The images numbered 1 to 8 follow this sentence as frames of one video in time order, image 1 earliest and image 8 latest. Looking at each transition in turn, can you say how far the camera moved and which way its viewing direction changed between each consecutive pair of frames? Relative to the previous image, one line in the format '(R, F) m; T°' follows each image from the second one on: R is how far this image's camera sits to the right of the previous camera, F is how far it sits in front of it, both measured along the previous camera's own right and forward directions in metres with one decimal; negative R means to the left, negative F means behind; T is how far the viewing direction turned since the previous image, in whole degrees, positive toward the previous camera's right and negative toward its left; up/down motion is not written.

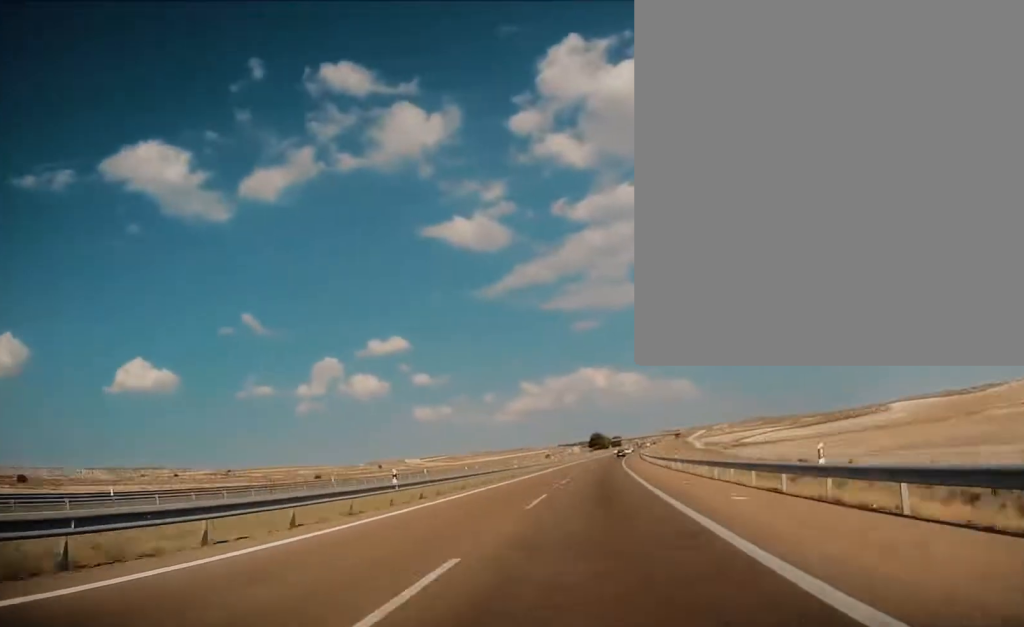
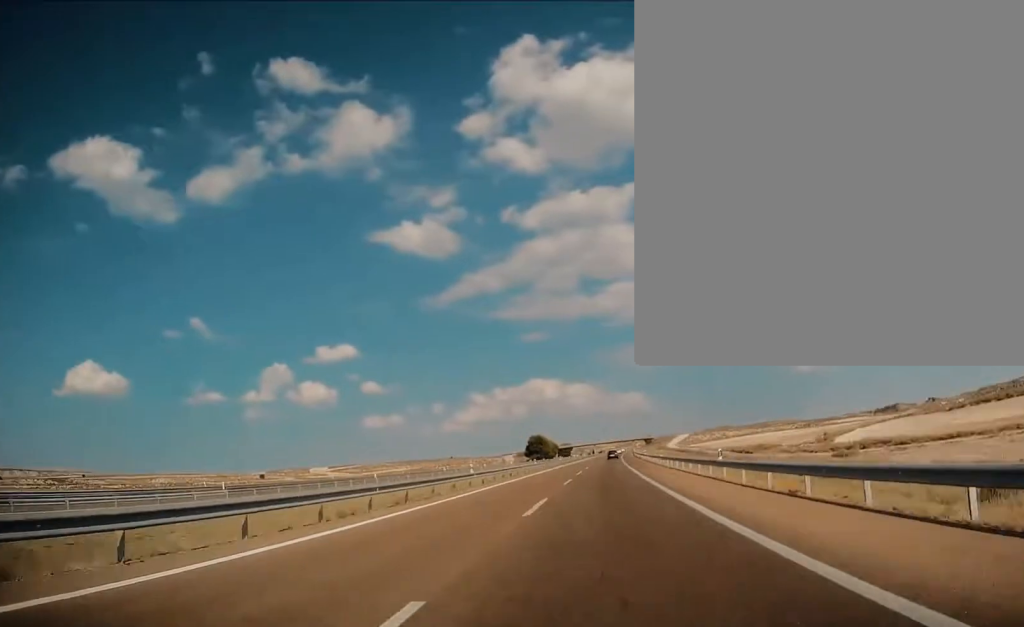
(+5.0, +149.3) m; +1°
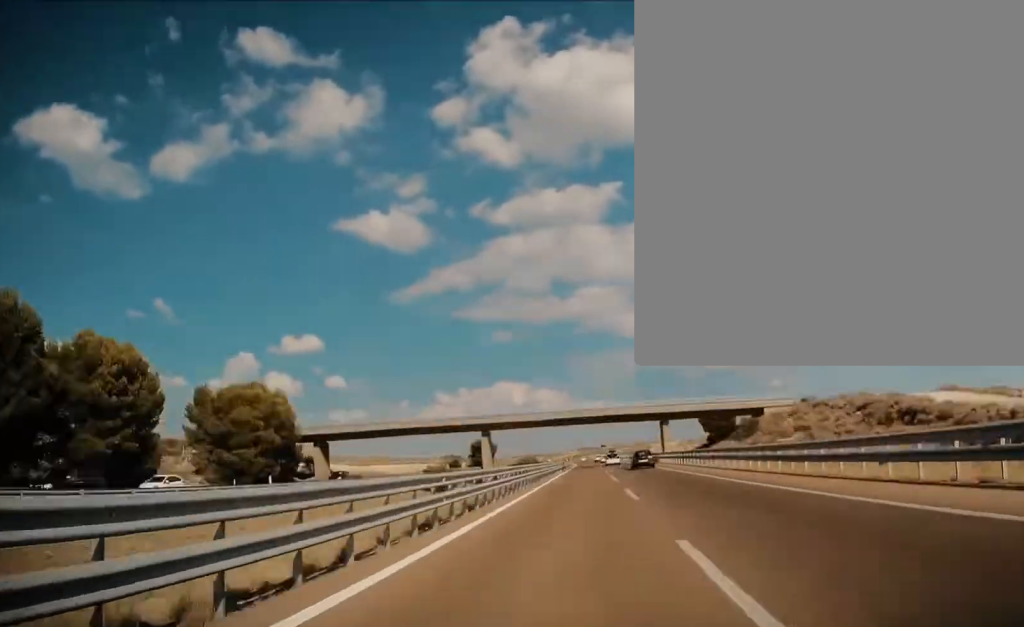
(+6.4, +310.5) m; -1°
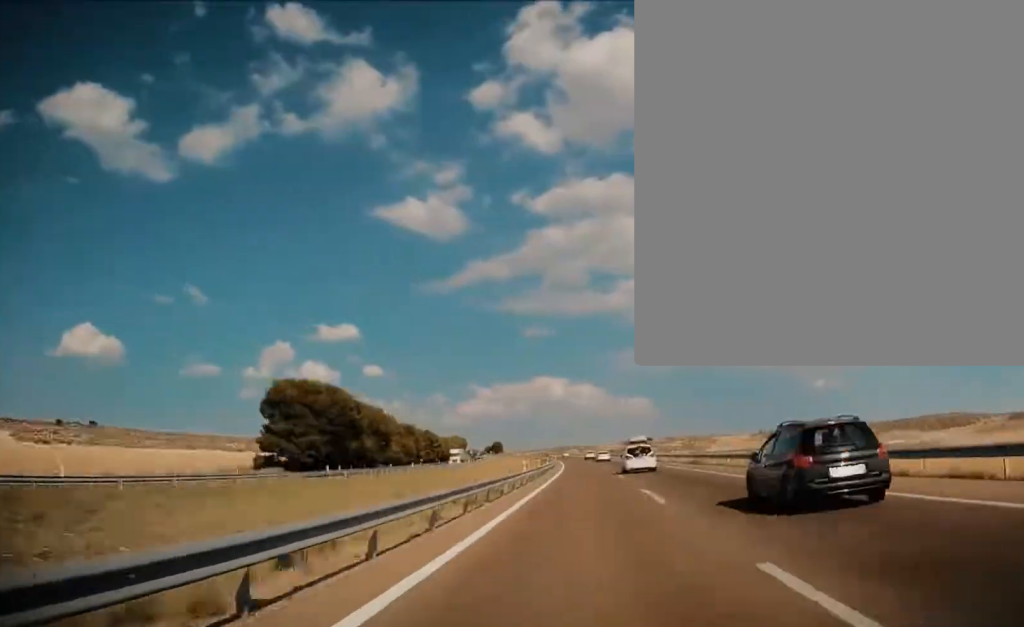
(+0.1, +225.9) m; -4°
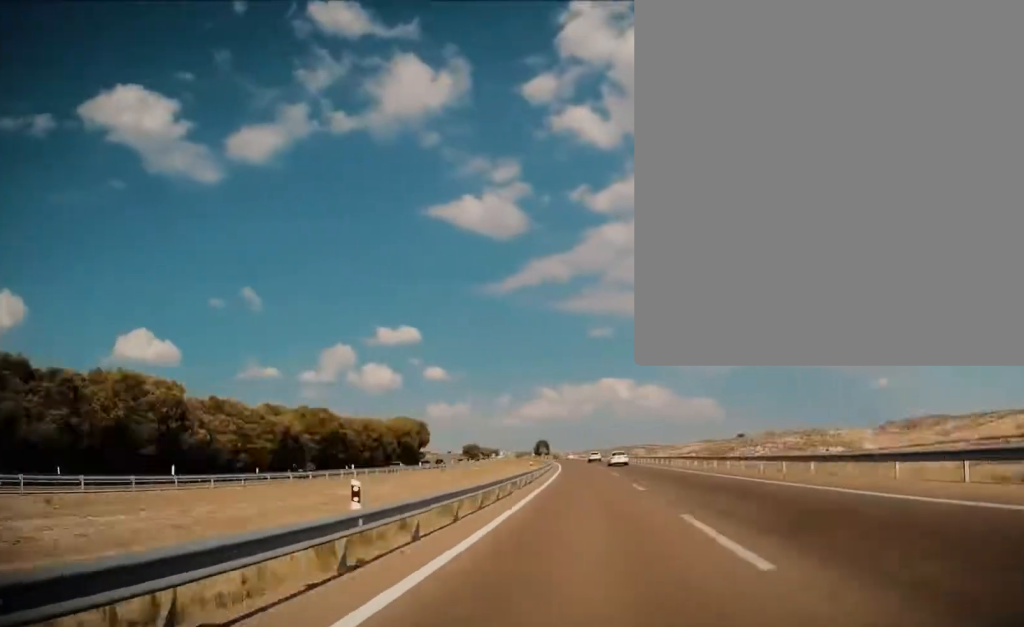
(-13.2, +181.0) m; -3°
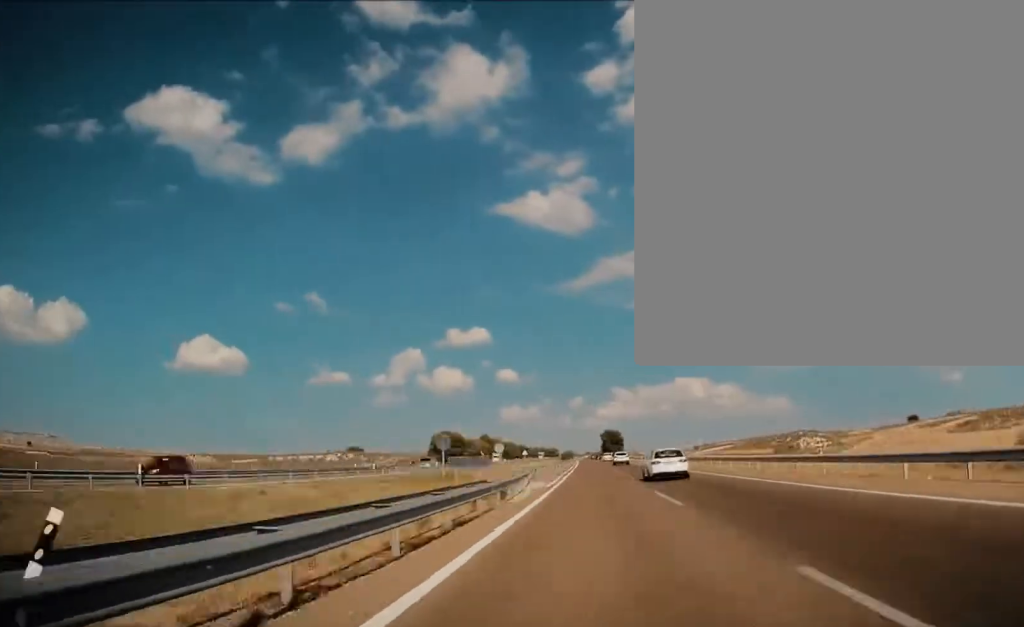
(-8.4, +222.2) m; -3°
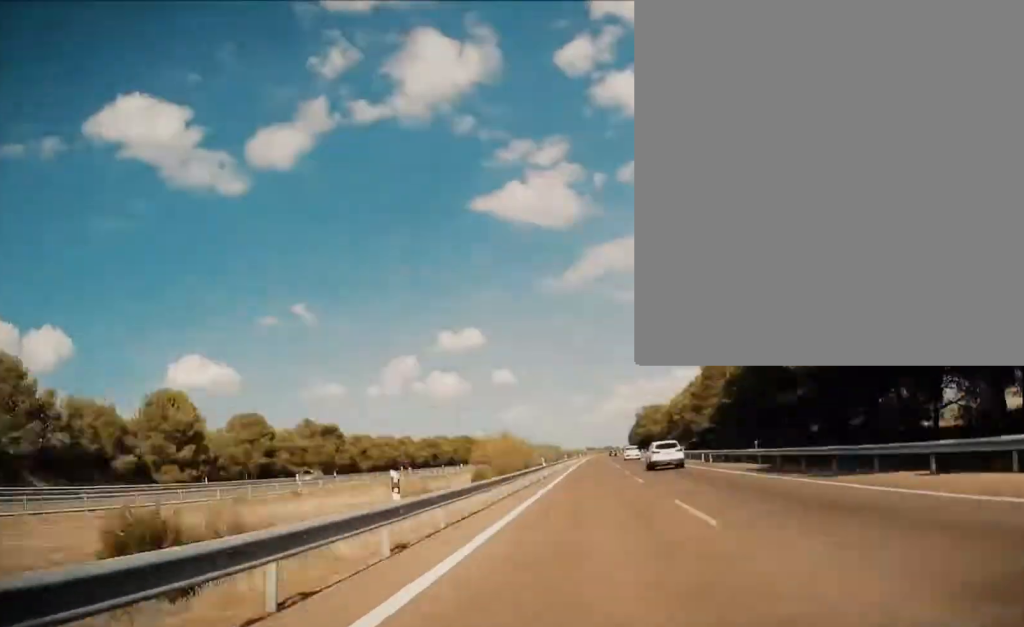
(-3.6, +341.1) m; +1°
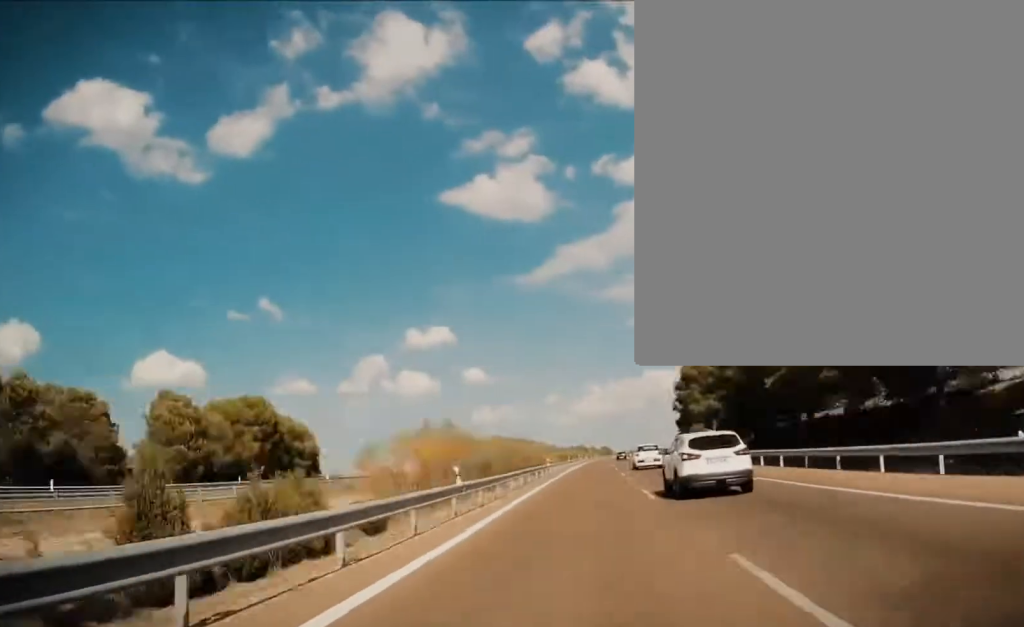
(+2.8, +242.1) m; +3°
